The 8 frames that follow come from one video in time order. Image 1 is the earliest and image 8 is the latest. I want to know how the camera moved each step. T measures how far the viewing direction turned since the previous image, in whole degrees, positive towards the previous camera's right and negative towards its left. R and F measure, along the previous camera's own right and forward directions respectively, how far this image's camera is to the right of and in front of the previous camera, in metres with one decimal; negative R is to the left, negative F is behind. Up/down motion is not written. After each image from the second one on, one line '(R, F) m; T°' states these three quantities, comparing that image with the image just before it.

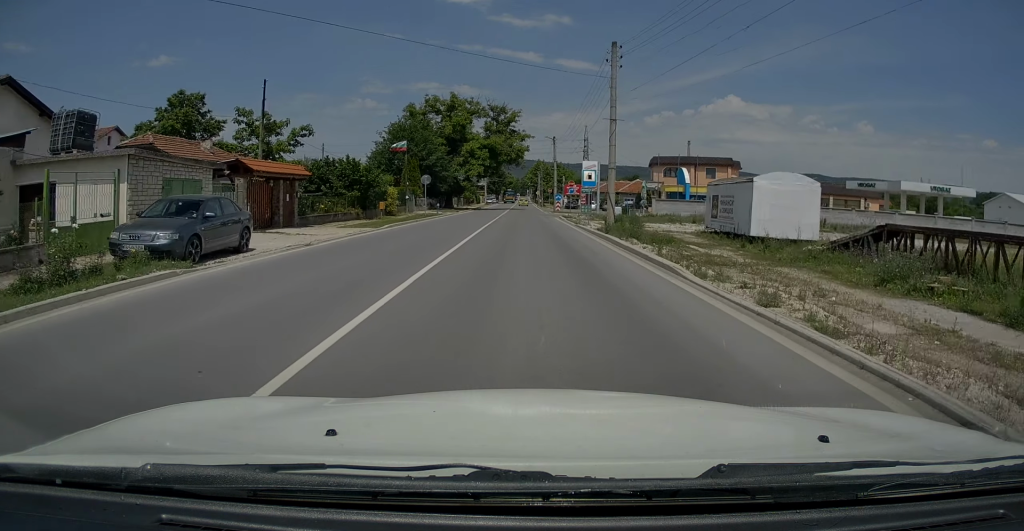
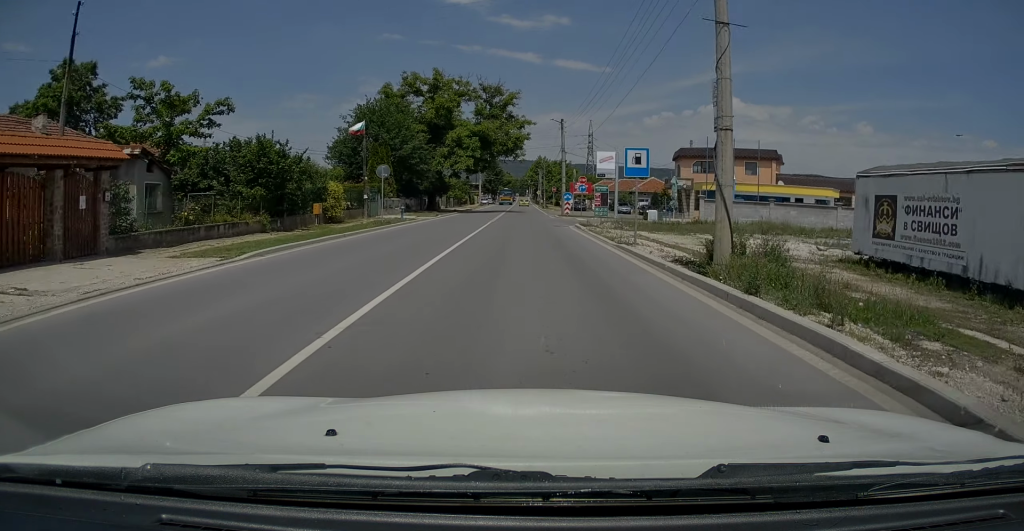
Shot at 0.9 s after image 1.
(0.0, +13.4) m; -1°
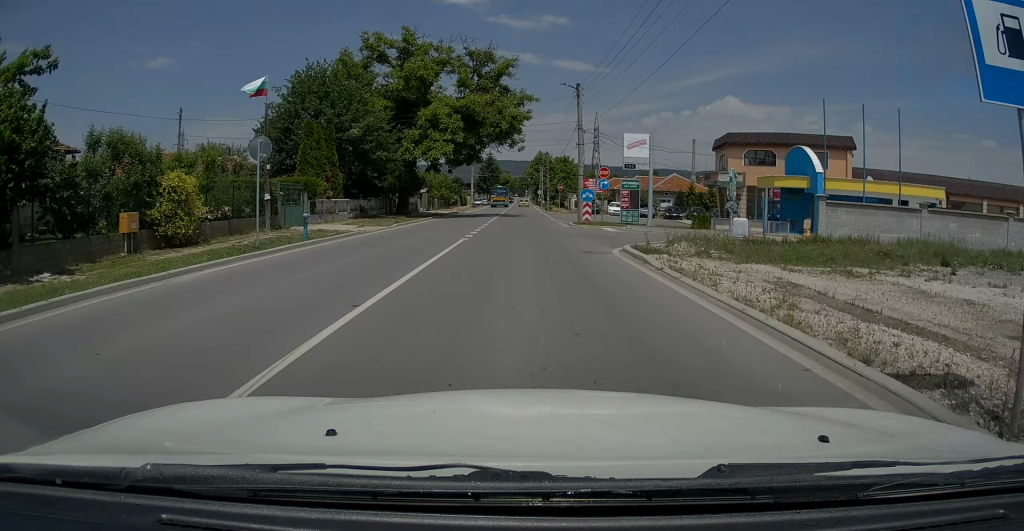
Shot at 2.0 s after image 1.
(-0.1, +14.9) m; 0°
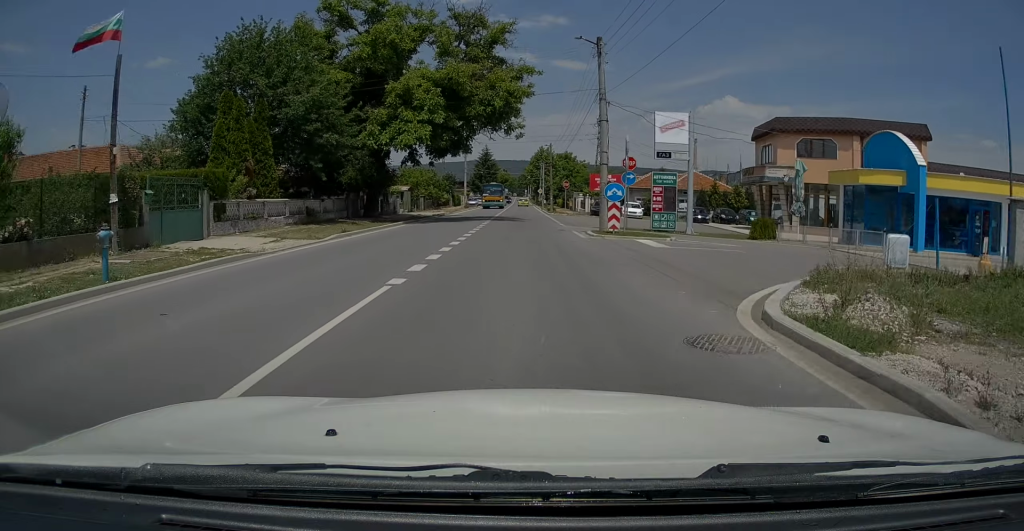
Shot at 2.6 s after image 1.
(+0.1, +9.6) m; 0°
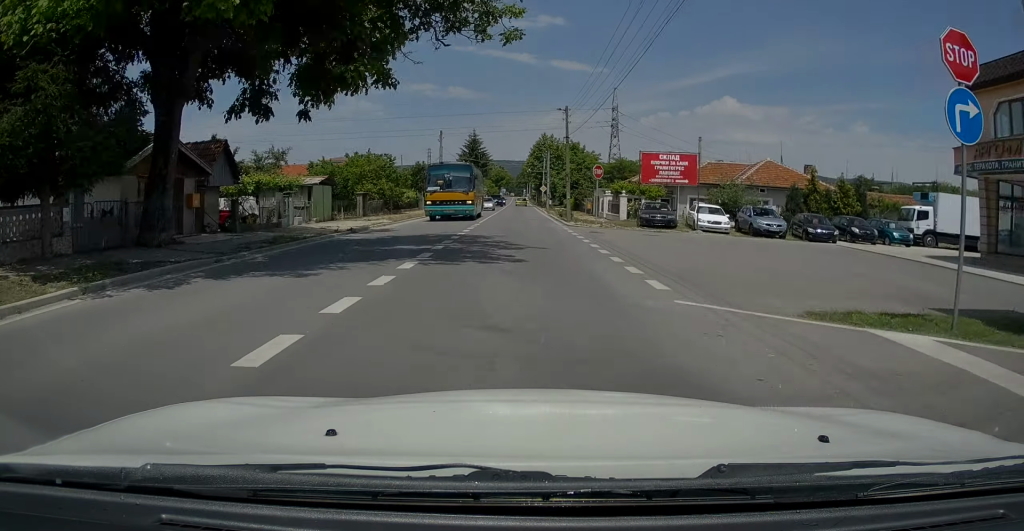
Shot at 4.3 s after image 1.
(+0.2, +23.5) m; +1°
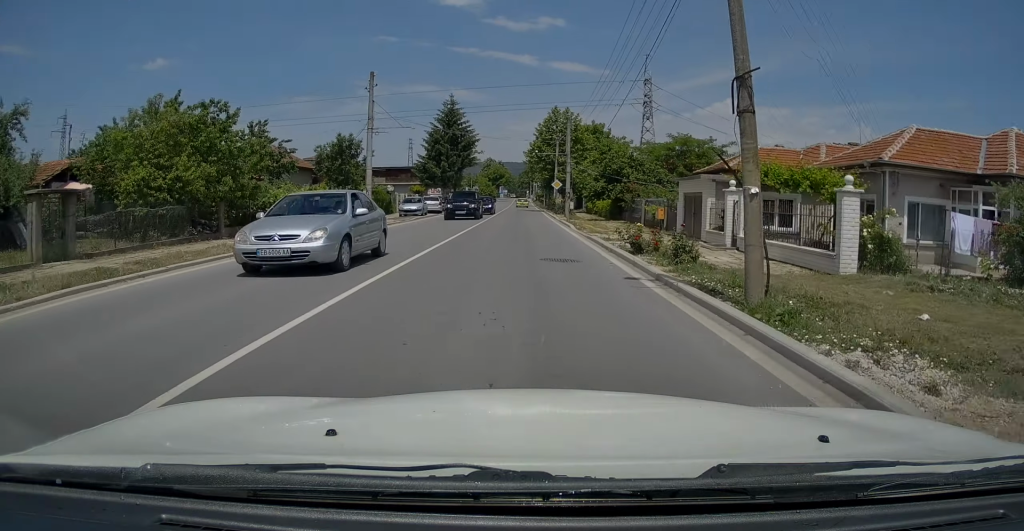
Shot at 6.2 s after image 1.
(-0.1, +28.1) m; -1°
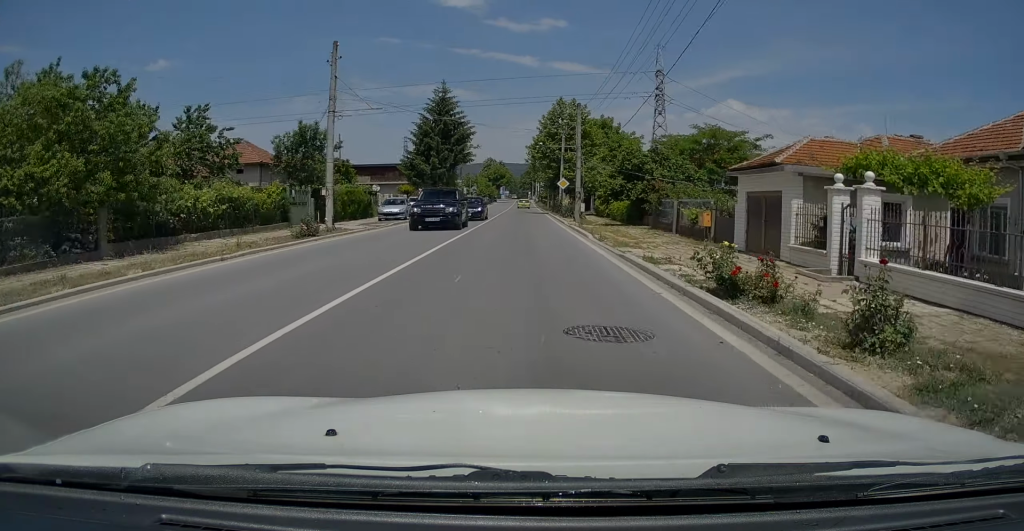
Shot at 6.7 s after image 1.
(0.0, +6.7) m; 0°
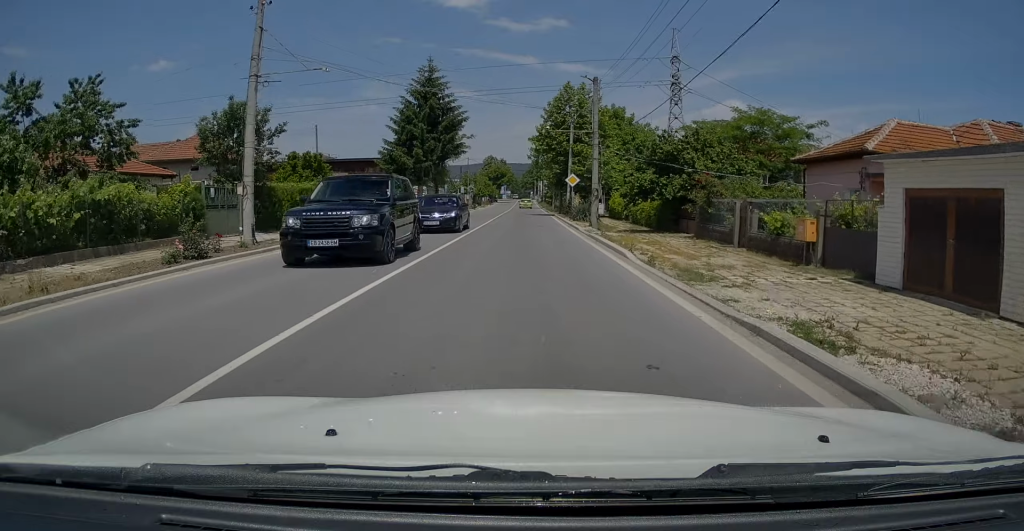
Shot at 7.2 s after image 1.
(0.0, +7.7) m; 0°
